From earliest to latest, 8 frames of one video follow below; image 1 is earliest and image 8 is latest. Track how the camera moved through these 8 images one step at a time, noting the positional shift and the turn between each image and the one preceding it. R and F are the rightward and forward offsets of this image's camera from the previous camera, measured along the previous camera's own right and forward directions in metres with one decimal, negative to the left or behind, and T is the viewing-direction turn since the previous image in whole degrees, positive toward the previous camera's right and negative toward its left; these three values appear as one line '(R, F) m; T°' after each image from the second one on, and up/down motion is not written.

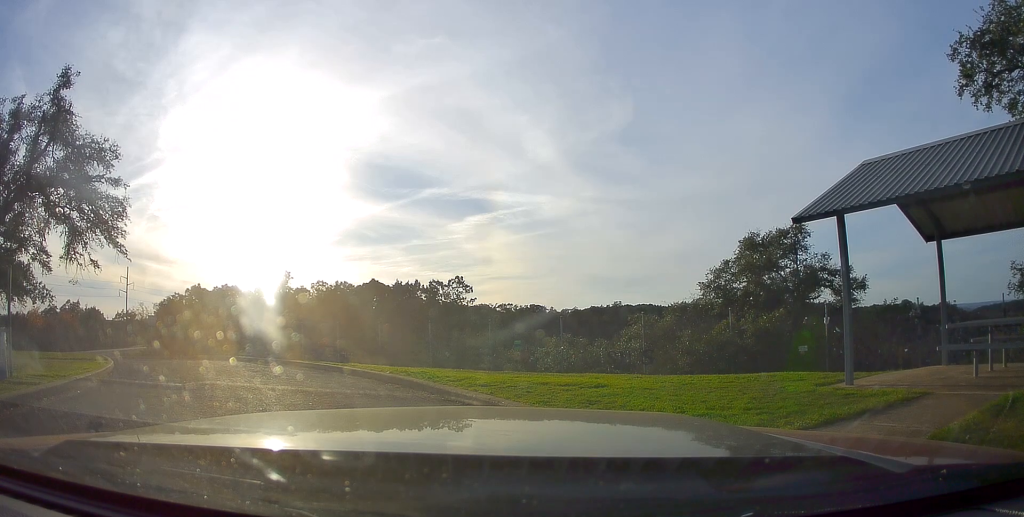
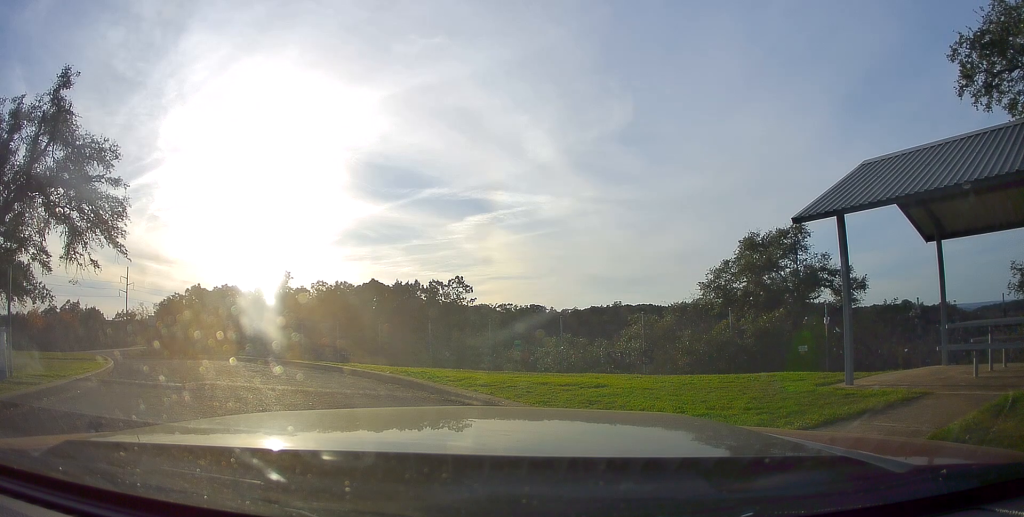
(0.0, 0.0) m; 0°
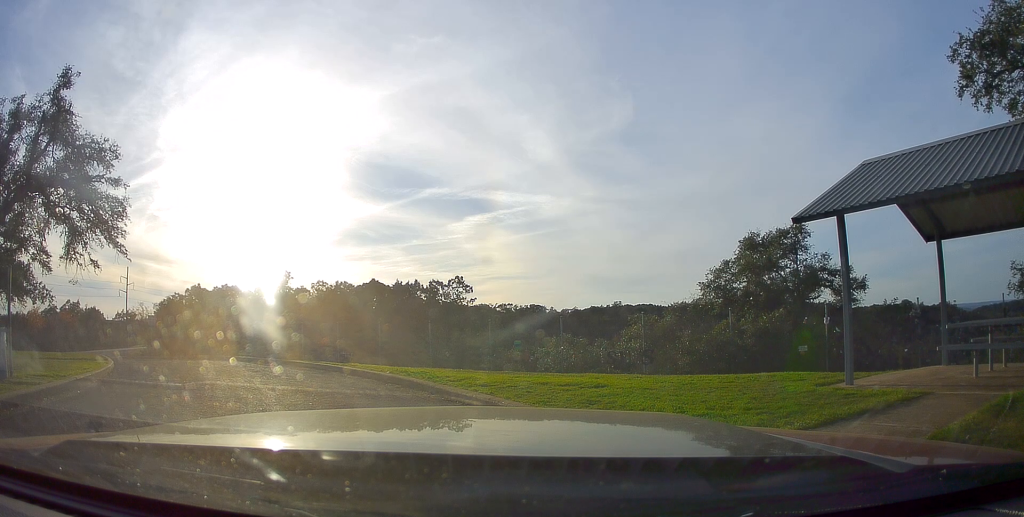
(0.0, 0.0) m; 0°
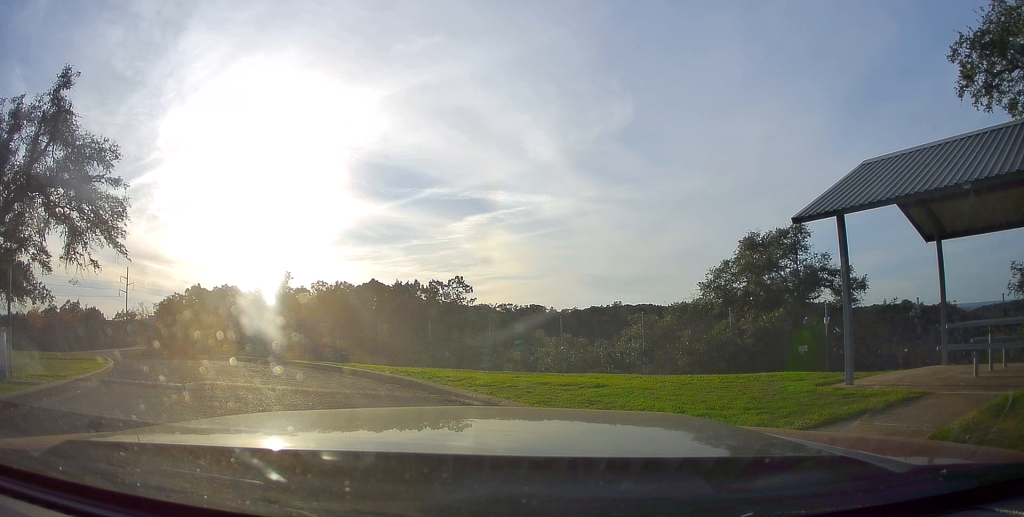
(0.0, 0.0) m; 0°
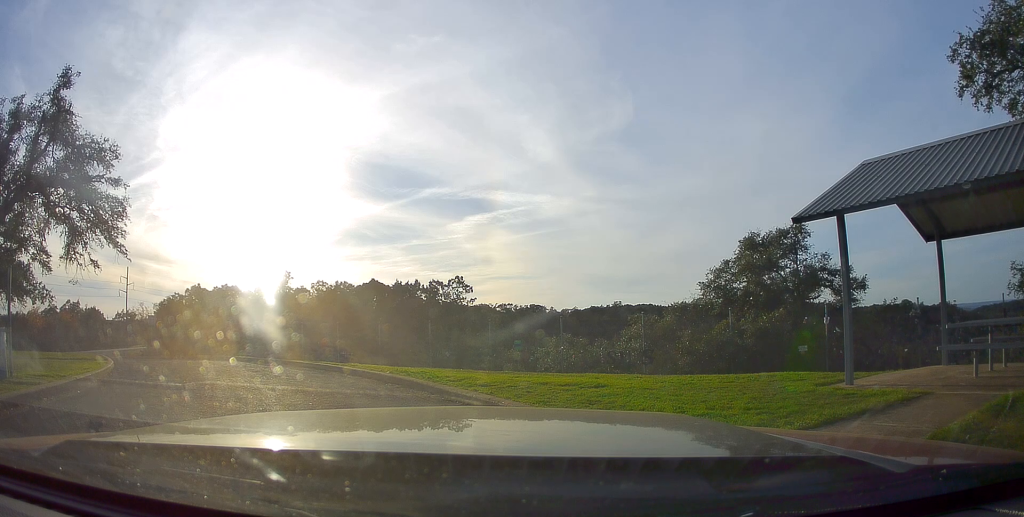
(0.0, 0.0) m; 0°
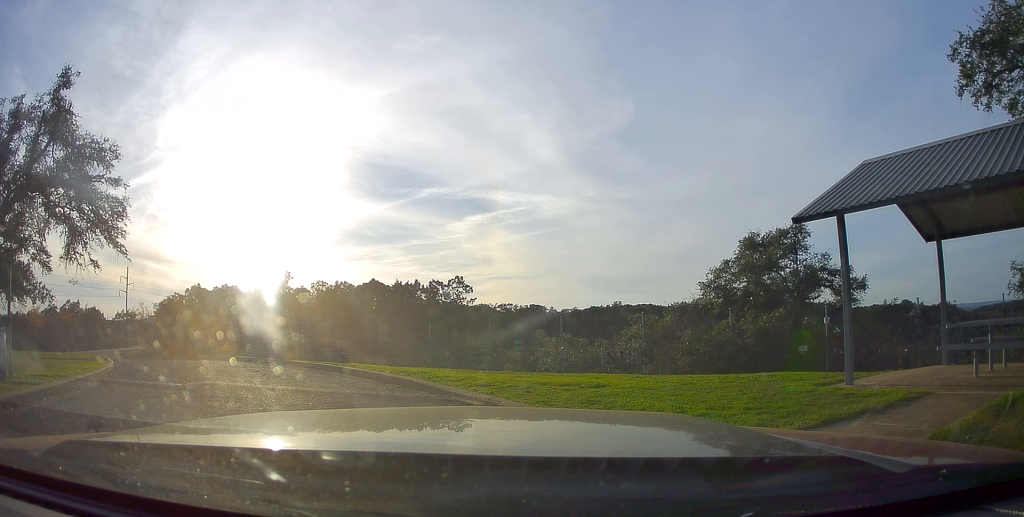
(0.0, 0.0) m; 0°
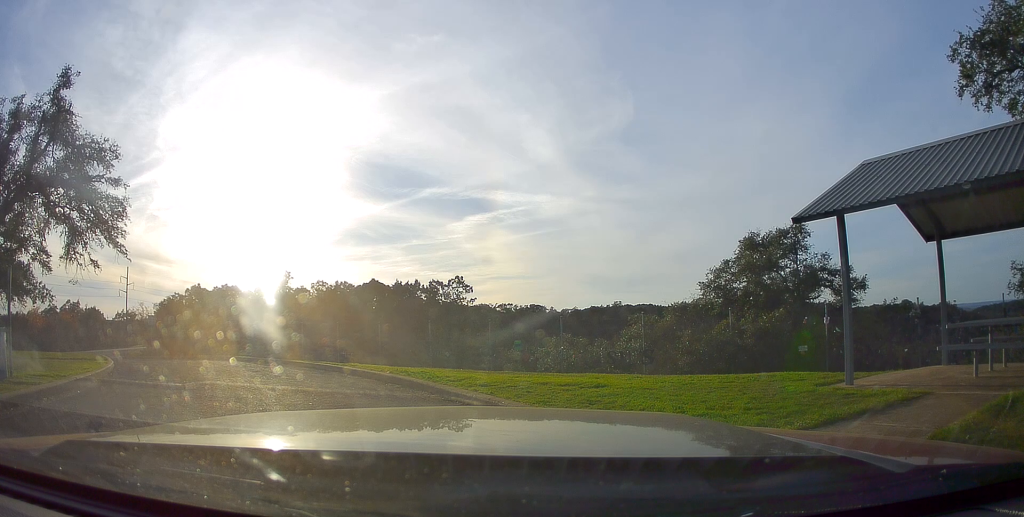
(0.0, 0.0) m; 0°
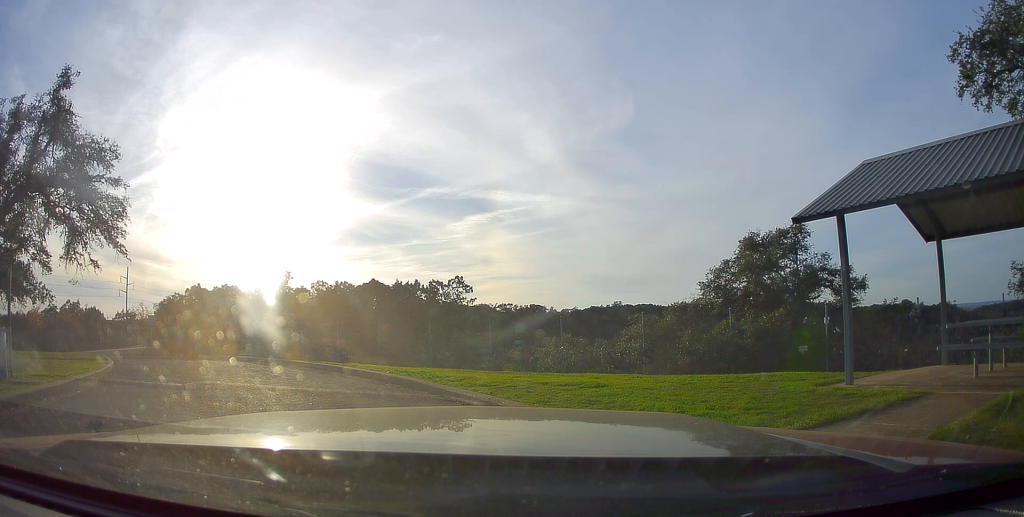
(0.0, 0.0) m; 0°
